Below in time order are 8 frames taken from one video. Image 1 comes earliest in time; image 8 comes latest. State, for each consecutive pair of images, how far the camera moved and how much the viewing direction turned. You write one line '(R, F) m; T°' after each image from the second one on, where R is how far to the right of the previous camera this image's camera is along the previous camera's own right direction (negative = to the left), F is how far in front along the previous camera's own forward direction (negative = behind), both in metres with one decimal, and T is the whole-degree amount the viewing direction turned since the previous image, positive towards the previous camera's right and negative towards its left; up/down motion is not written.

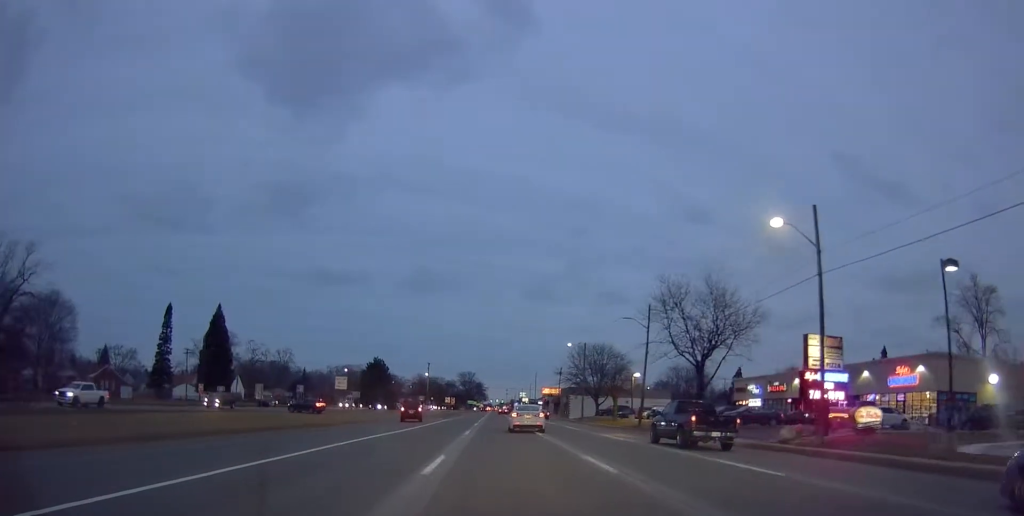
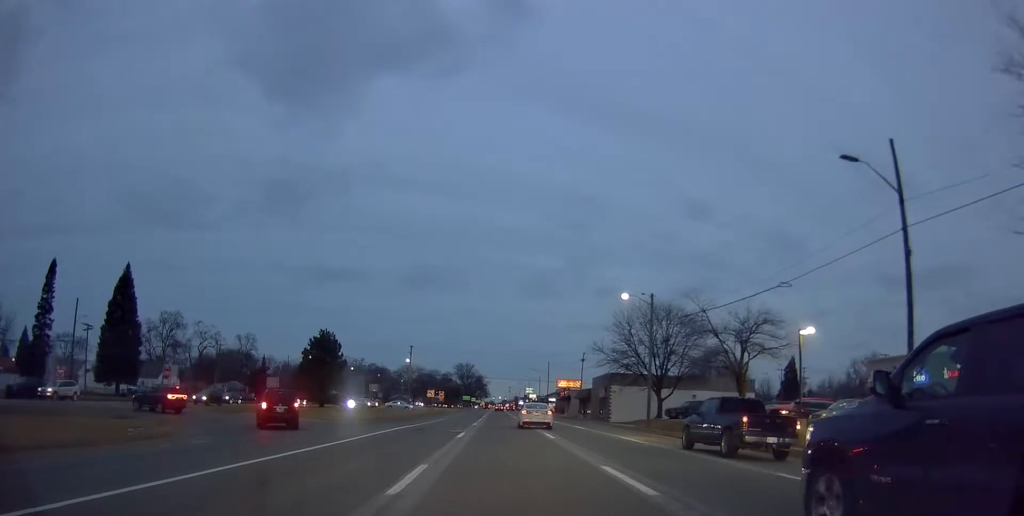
(0.0, +34.9) m; +2°
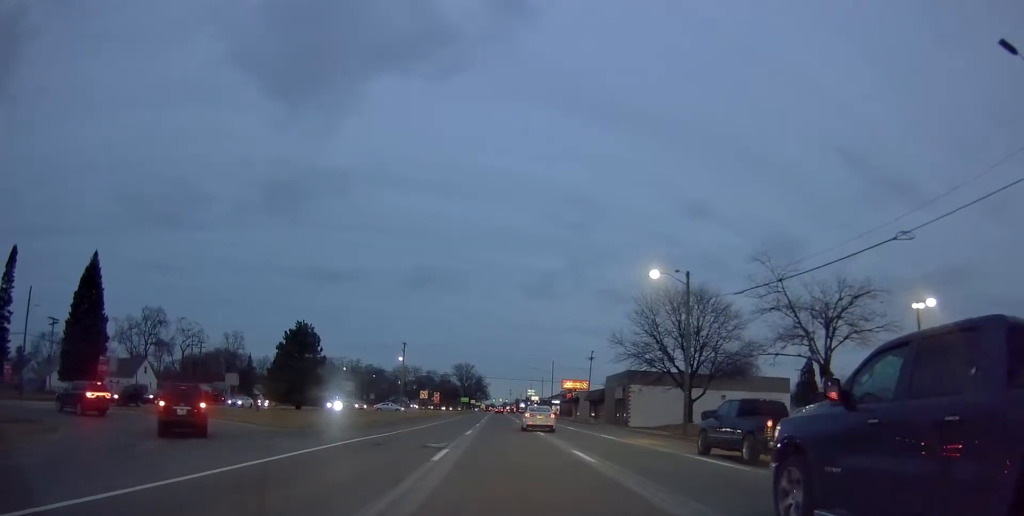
(+0.1, +9.2) m; 0°
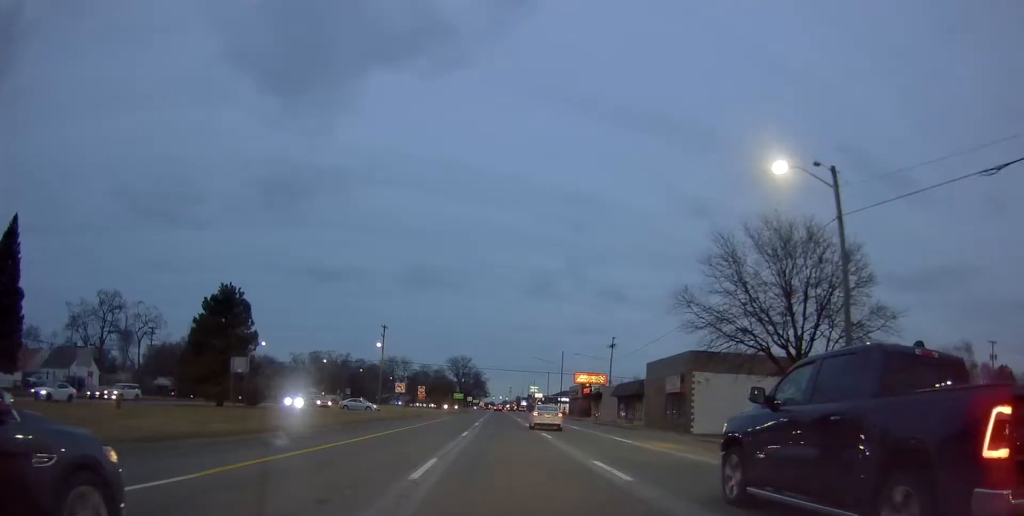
(-0.1, +19.1) m; -1°
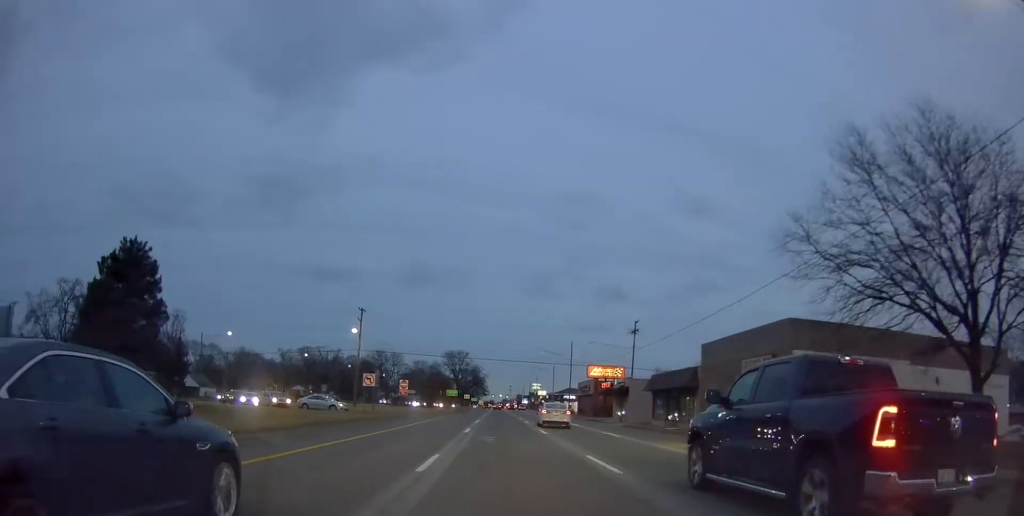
(-0.3, +13.6) m; 0°
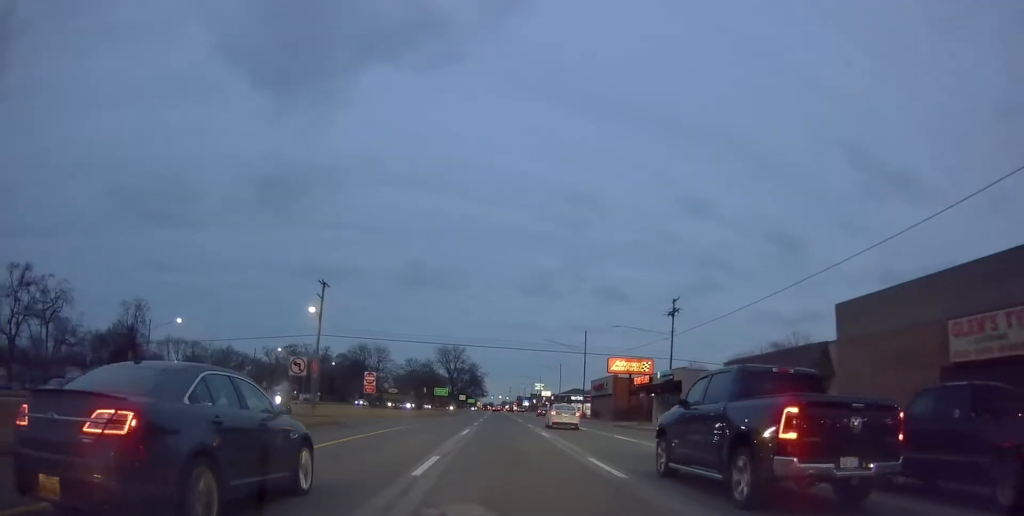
(+0.3, +16.1) m; -1°
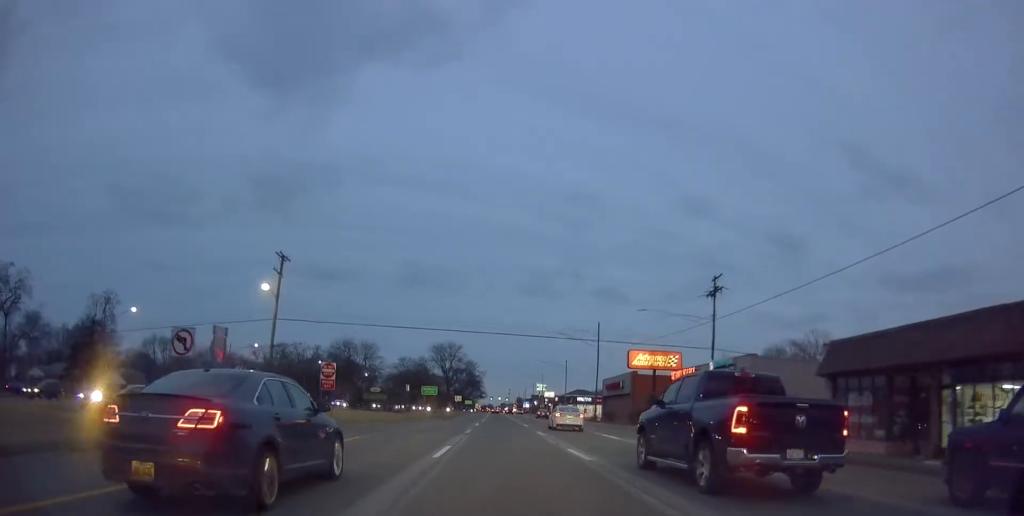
(-0.3, +11.1) m; 0°
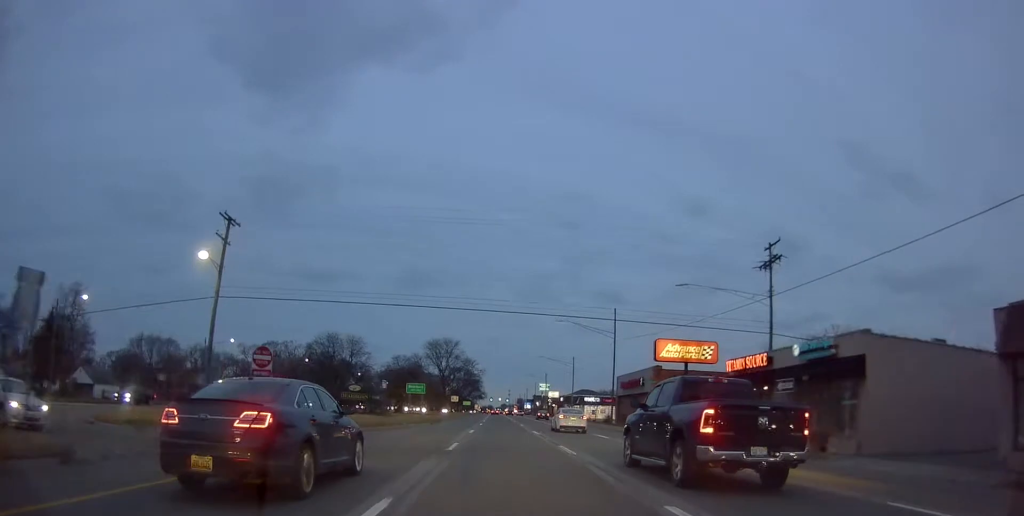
(-0.4, +9.9) m; 0°
